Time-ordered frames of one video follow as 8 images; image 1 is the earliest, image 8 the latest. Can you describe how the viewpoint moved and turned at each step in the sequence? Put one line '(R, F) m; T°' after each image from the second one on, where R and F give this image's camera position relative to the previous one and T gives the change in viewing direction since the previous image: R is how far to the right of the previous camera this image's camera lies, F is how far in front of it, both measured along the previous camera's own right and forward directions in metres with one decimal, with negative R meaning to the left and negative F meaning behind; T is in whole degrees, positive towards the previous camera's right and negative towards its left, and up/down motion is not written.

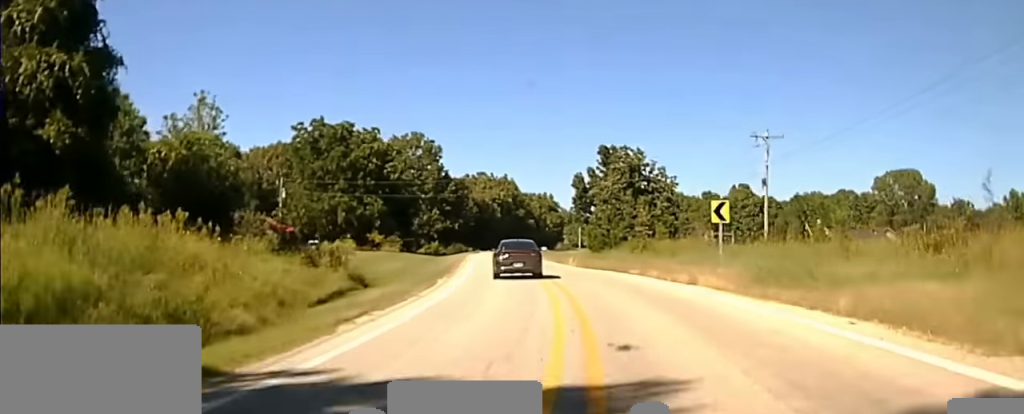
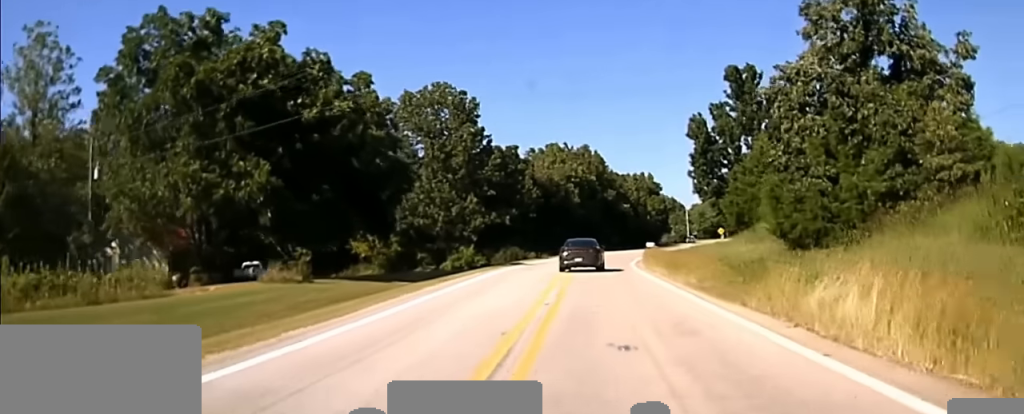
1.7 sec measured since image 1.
(-4.5, +49.7) m; -8°
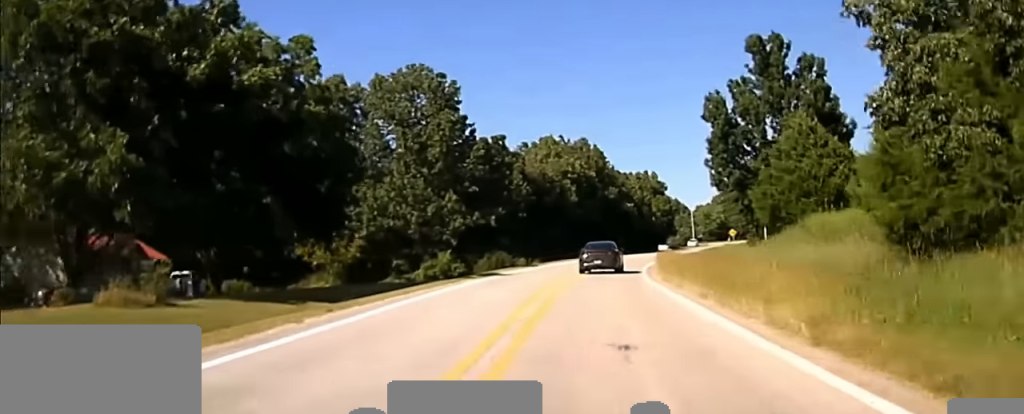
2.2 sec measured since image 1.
(-0.2, +15.3) m; 0°
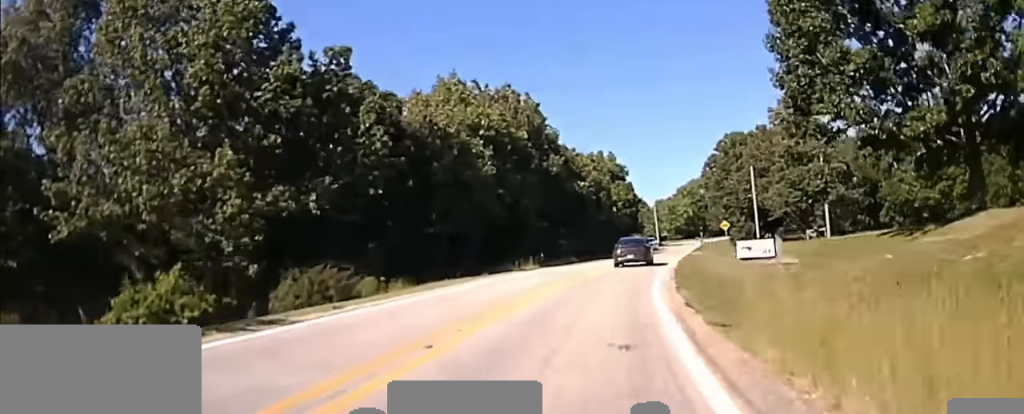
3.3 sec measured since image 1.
(+0.5, +45.4) m; +3°
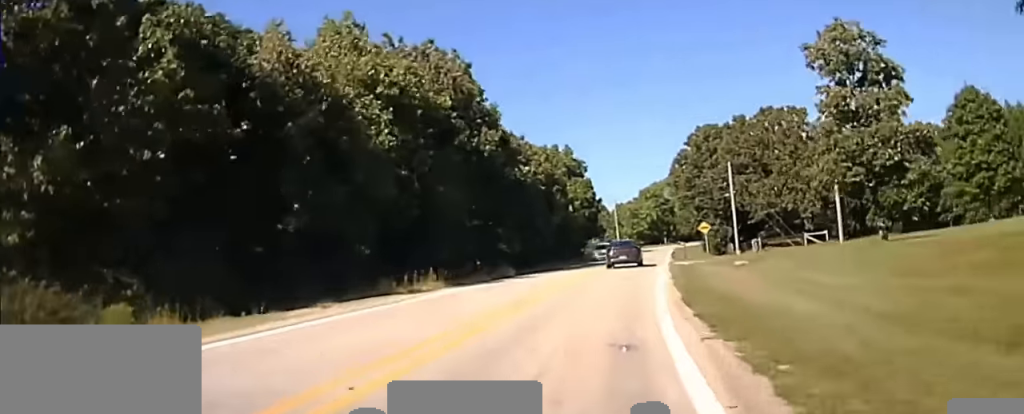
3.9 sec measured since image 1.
(0.0, +21.7) m; +2°
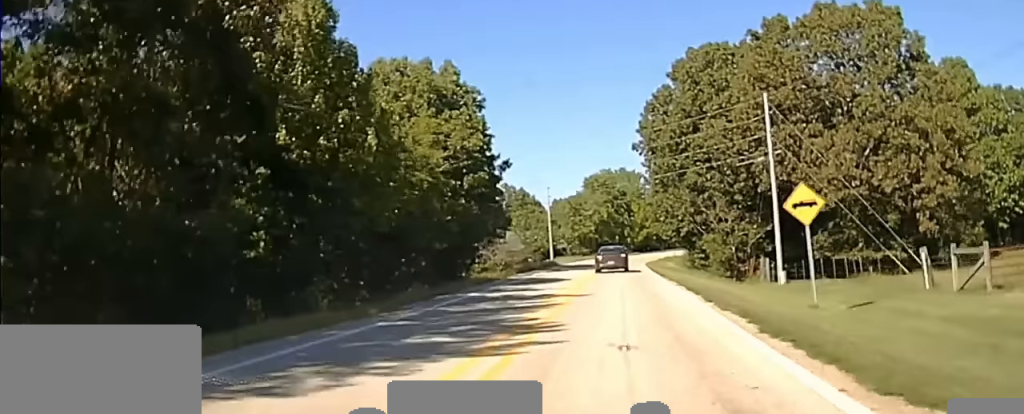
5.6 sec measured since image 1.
(+3.8, +72.4) m; +4°
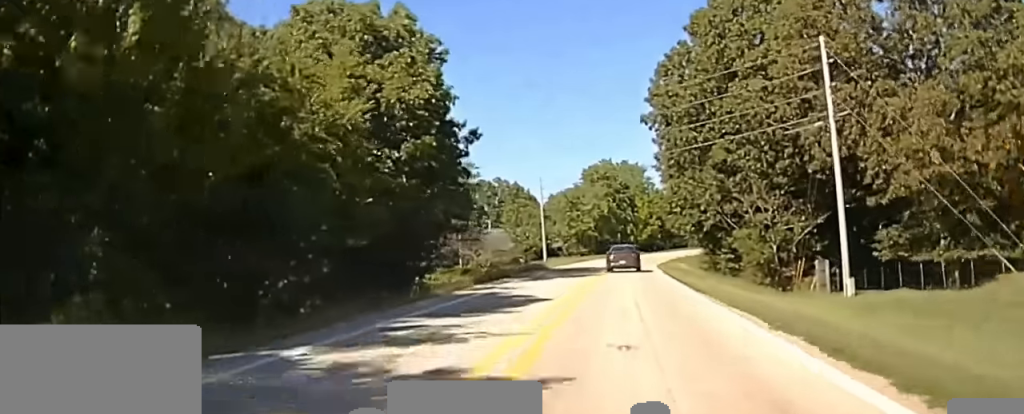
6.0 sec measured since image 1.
(0.0, +15.7) m; +1°
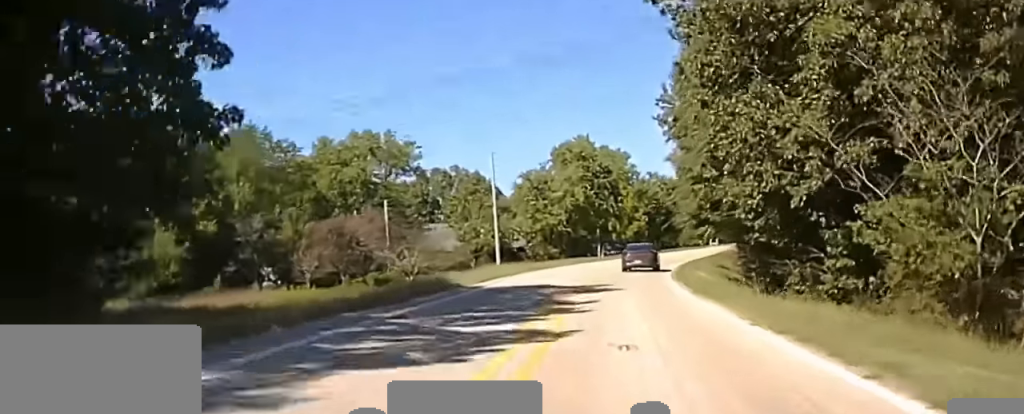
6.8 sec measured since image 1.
(+0.4, +25.2) m; +1°
